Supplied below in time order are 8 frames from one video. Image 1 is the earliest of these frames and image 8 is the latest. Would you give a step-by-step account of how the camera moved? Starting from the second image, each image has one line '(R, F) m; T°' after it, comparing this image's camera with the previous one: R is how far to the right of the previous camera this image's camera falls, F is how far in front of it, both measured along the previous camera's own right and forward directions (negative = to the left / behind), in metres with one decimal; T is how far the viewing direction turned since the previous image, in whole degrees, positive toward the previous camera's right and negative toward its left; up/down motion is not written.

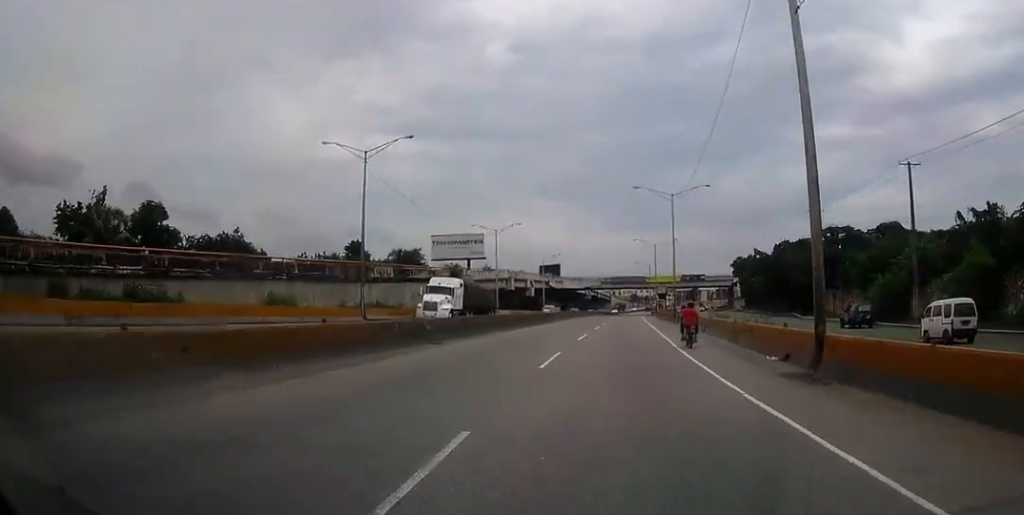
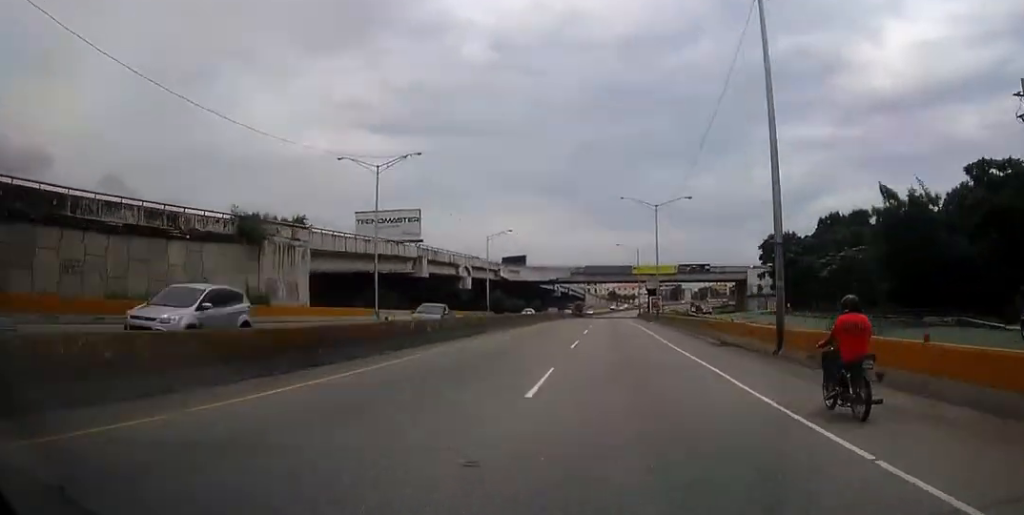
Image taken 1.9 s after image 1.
(+0.6, +43.6) m; +1°
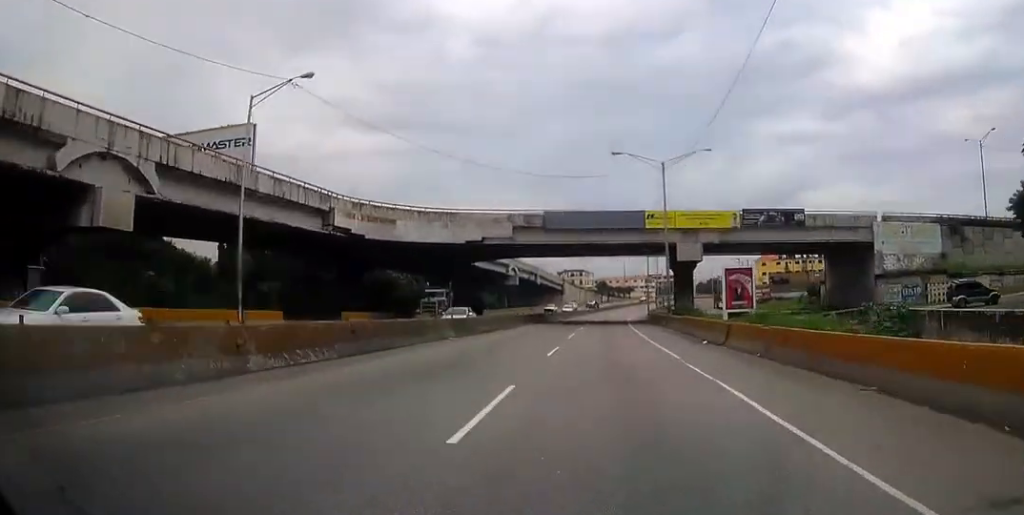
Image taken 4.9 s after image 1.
(+1.1, +69.1) m; +2°
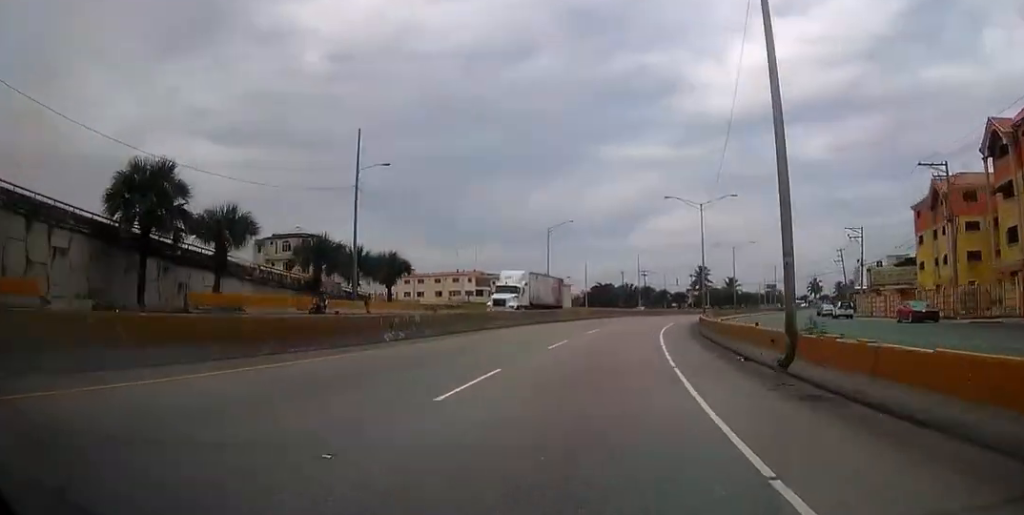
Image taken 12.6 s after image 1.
(+14.8, +177.3) m; +15°
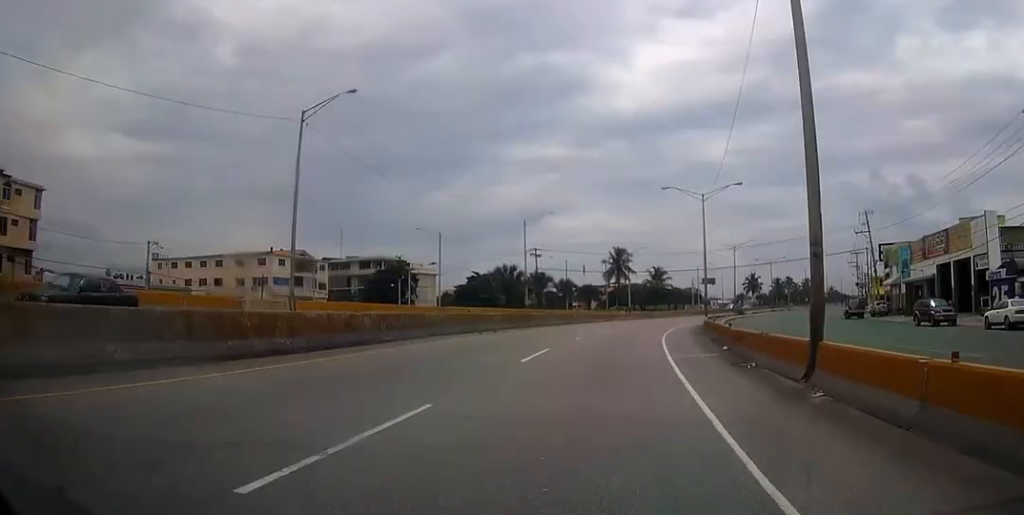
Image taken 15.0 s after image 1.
(+4.2, +56.3) m; +9°
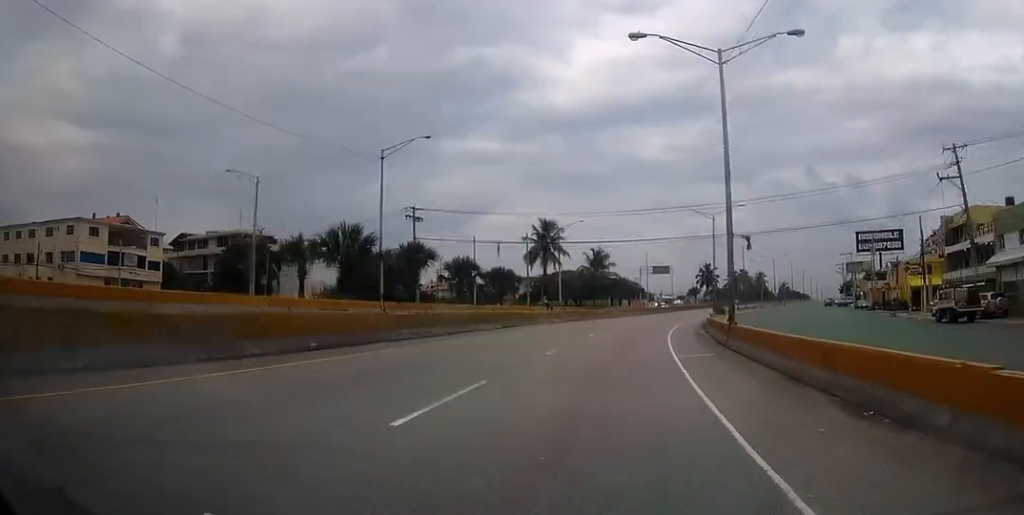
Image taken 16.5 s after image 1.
(+1.1, +35.5) m; +6°
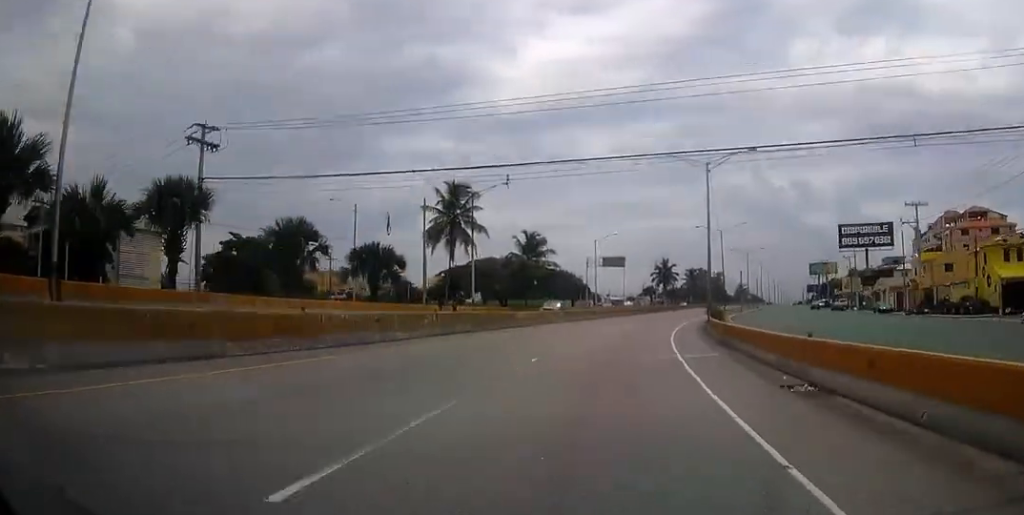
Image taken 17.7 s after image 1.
(+1.6, +29.1) m; +4°
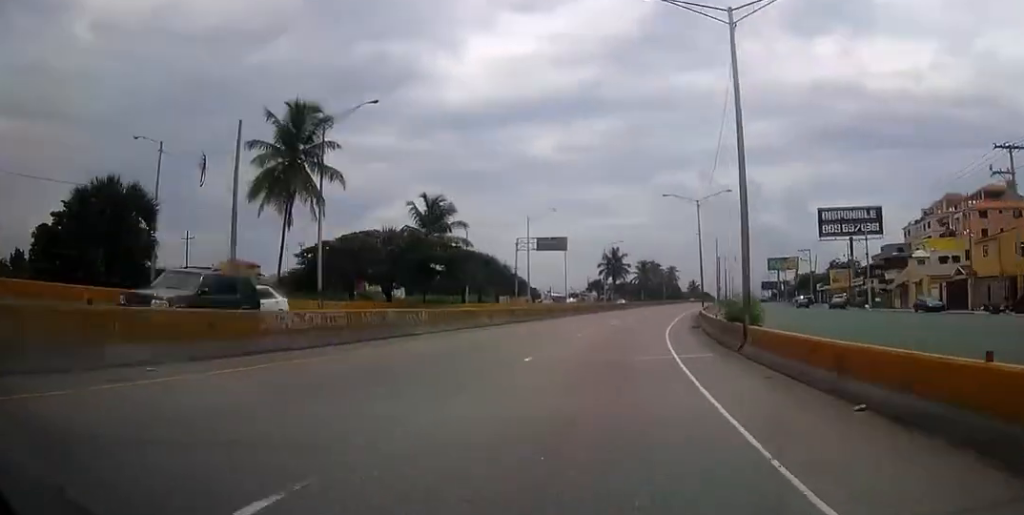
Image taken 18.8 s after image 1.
(-0.1, +26.7) m; +4°
